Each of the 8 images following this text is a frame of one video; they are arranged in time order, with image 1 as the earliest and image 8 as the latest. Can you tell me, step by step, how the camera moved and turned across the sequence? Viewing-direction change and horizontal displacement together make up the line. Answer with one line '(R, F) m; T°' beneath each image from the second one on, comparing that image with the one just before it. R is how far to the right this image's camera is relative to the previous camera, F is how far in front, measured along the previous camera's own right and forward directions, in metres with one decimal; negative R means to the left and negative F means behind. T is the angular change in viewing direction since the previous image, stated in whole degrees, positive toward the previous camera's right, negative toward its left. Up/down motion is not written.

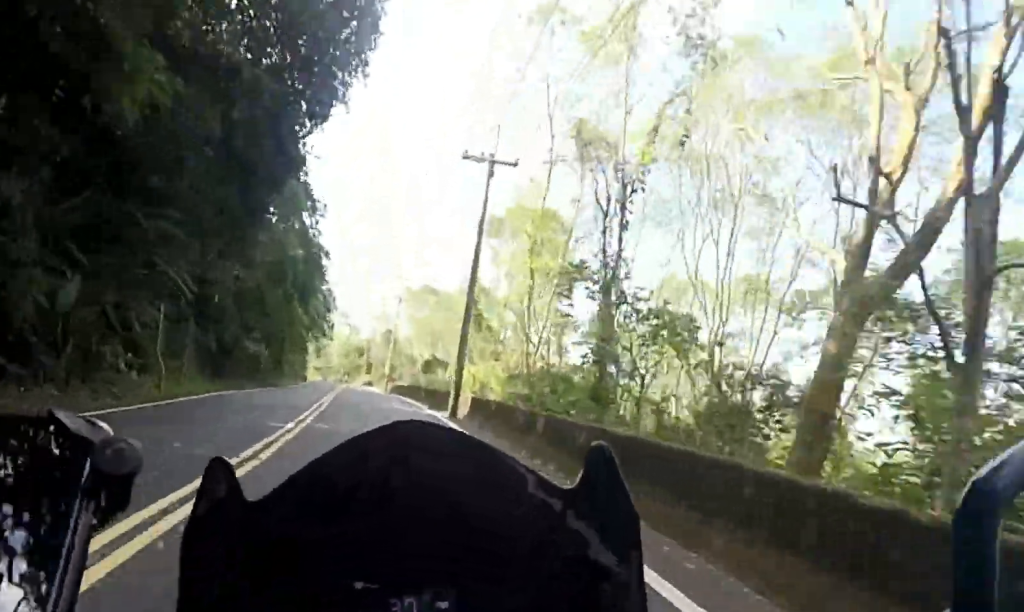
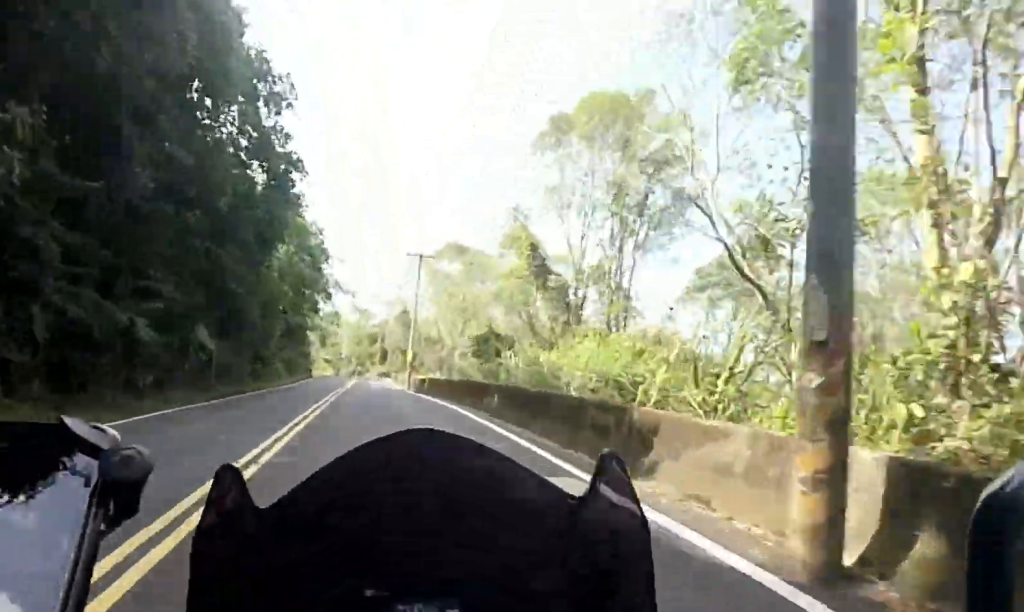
(-1.0, +14.8) m; -4°
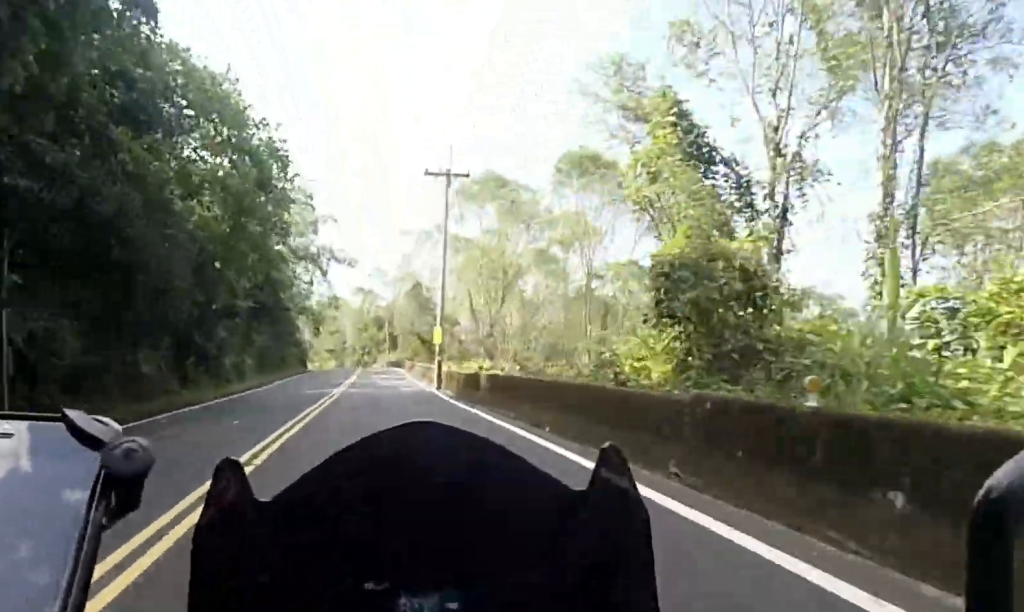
(-0.4, +14.7) m; 0°
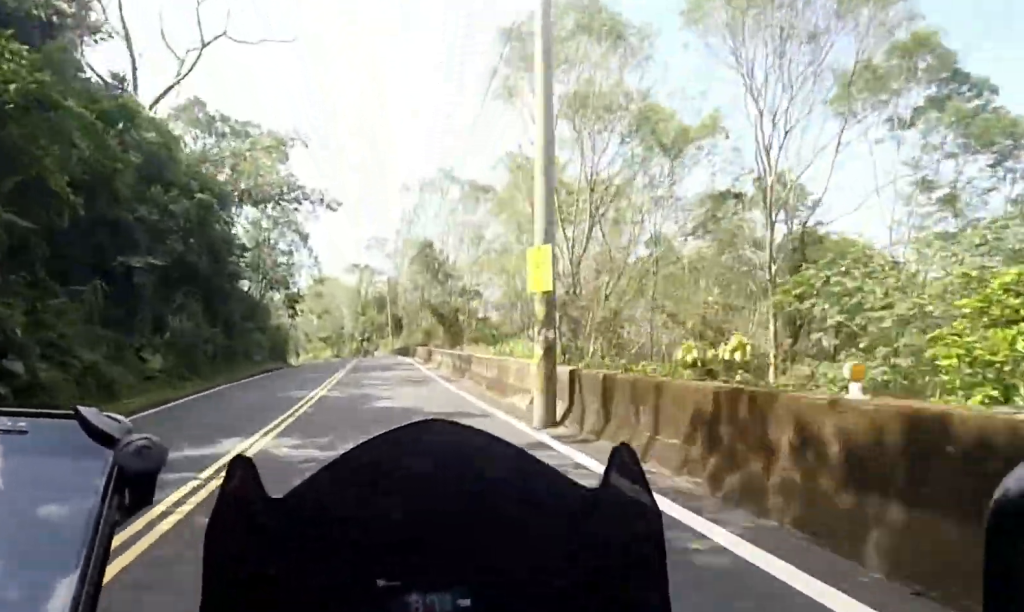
(-0.2, +16.0) m; +1°
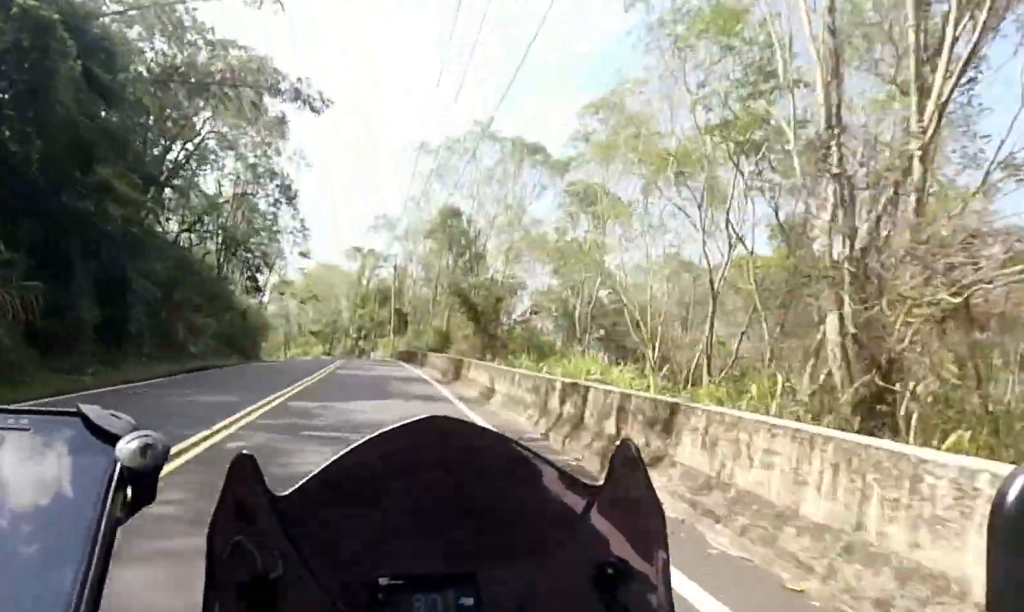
(+0.9, +13.5) m; -1°
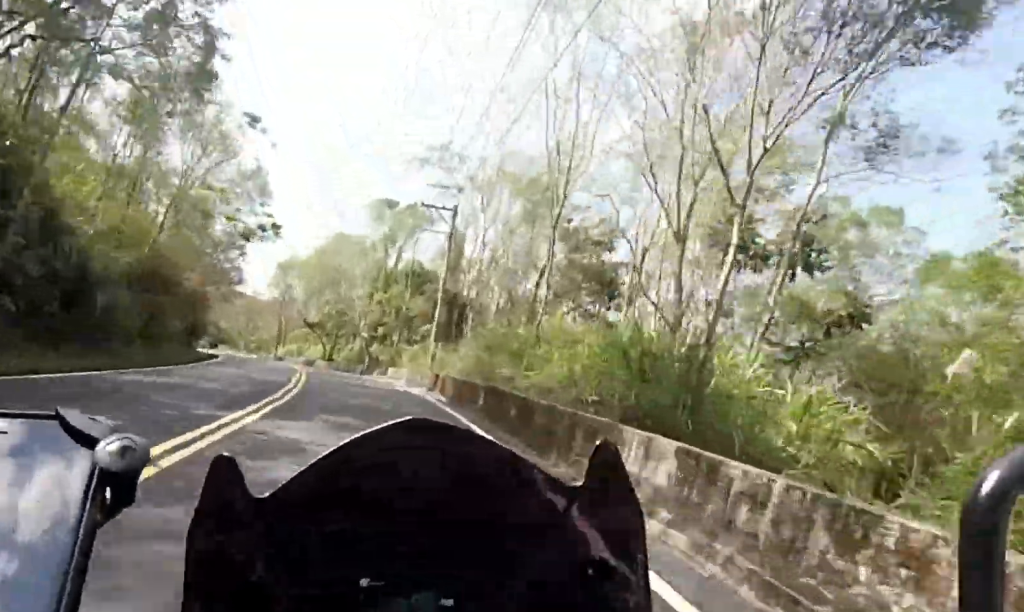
(-1.6, +29.0) m; -5°
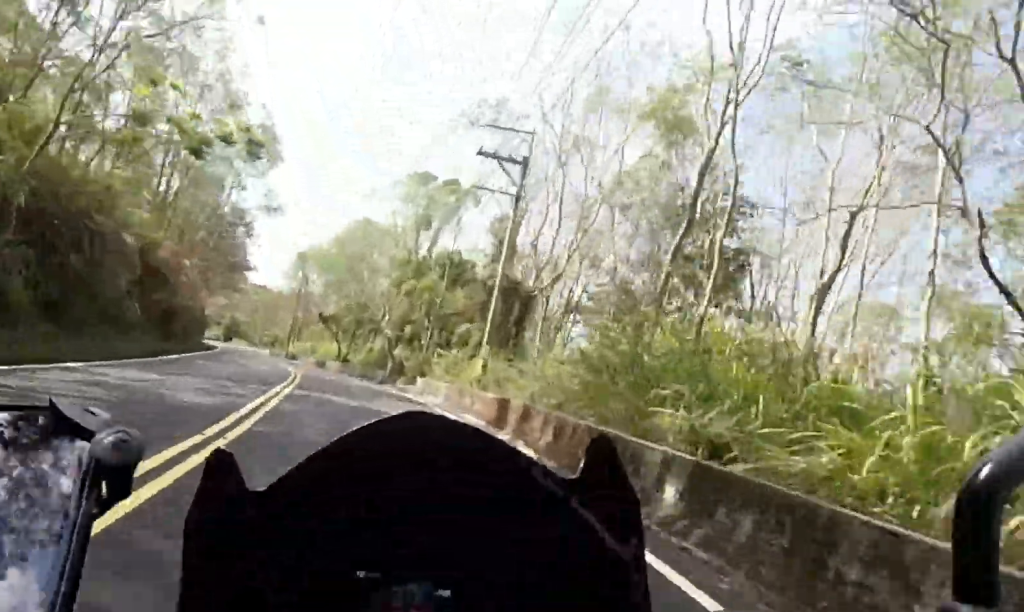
(0.0, +9.3) m; 0°
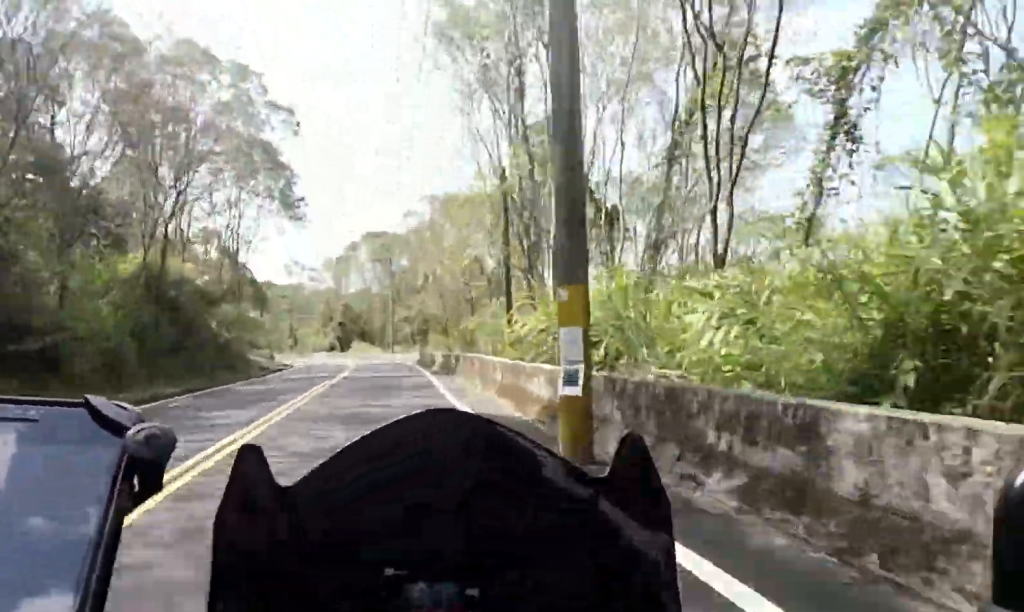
(-4.4, +65.8) m; -8°
